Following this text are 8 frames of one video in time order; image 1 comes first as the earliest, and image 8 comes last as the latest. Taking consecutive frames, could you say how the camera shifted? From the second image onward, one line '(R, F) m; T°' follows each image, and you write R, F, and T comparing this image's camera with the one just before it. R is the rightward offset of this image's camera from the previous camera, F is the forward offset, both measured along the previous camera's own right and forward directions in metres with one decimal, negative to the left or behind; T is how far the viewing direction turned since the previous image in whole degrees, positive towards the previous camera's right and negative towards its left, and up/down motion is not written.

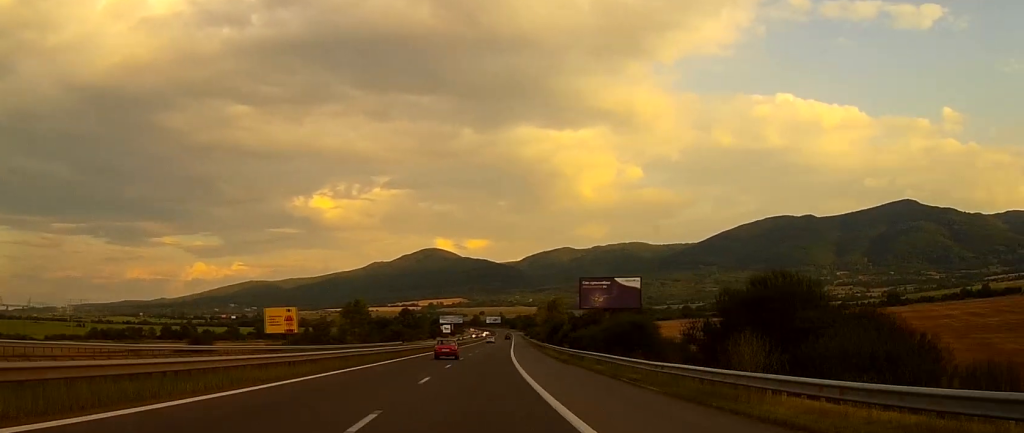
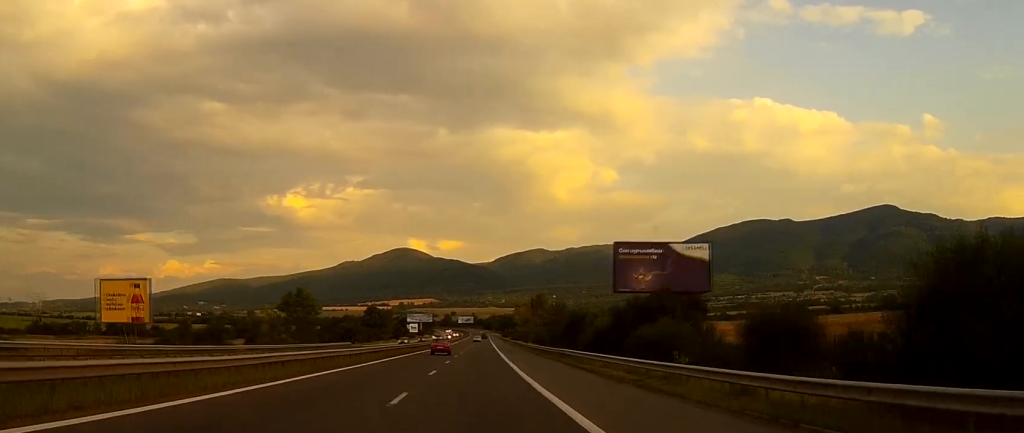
(+1.2, +42.1) m; +2°
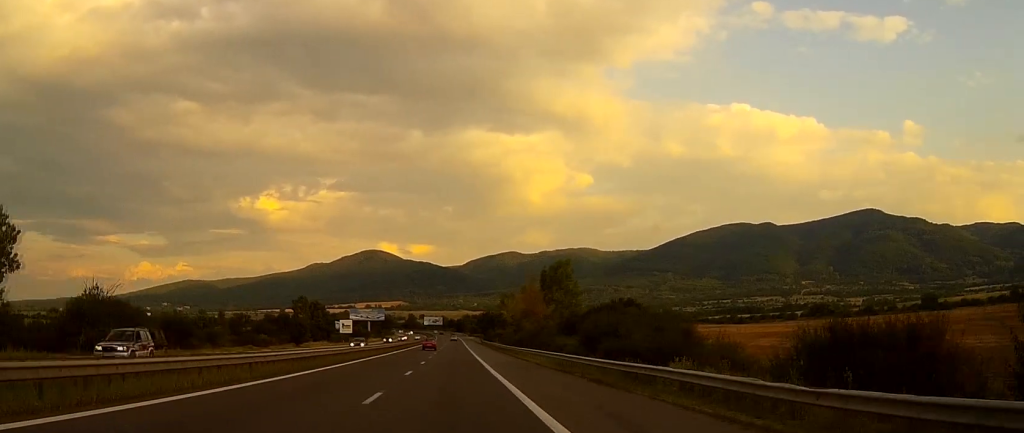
(+2.1, +111.0) m; +1°
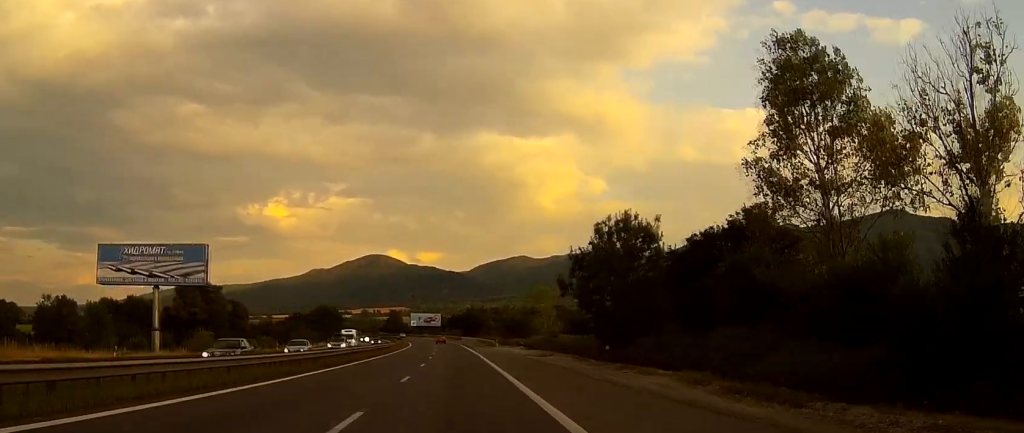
(-1.0, +213.4) m; -1°
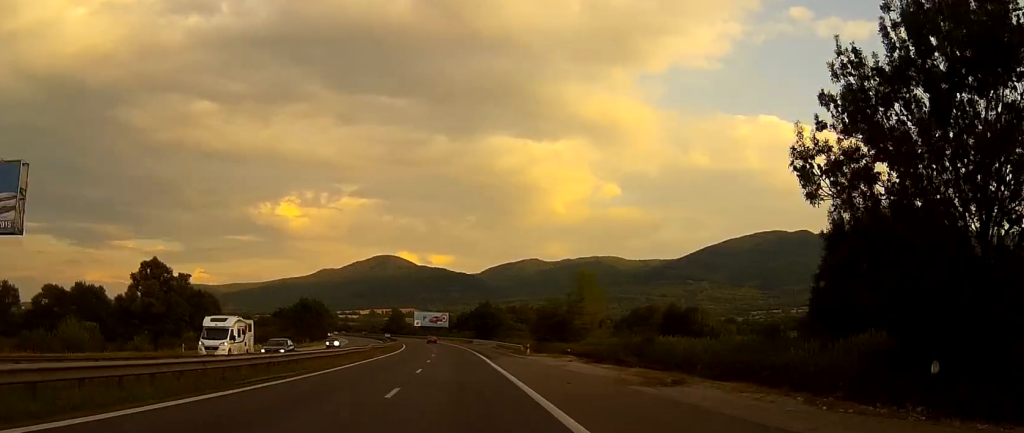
(-0.1, +39.2) m; -1°
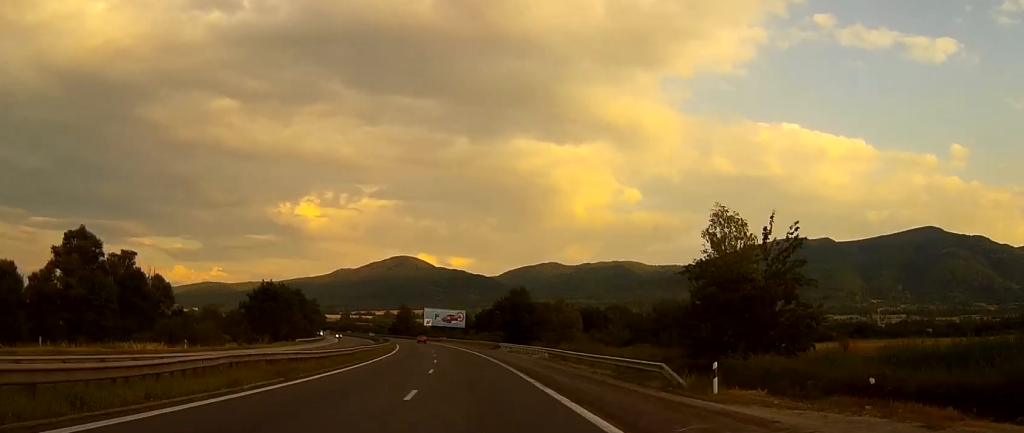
(-0.5, +48.8) m; -1°
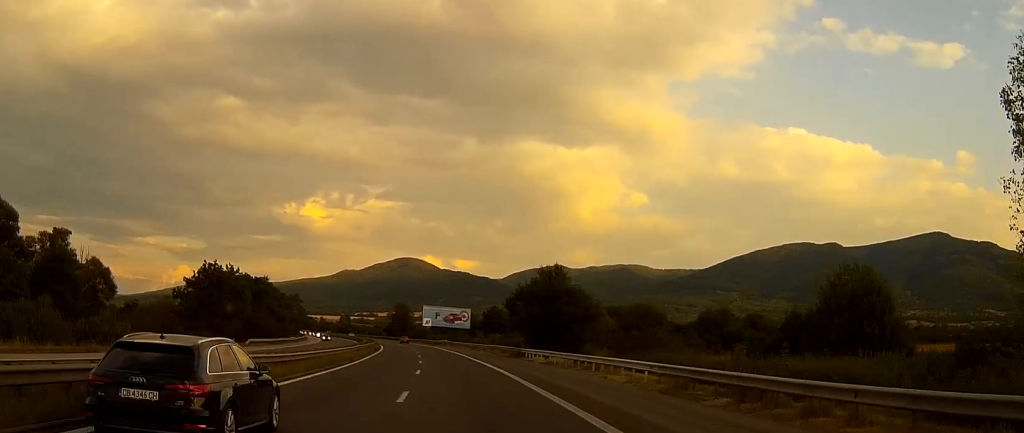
(-0.2, +32.4) m; -1°
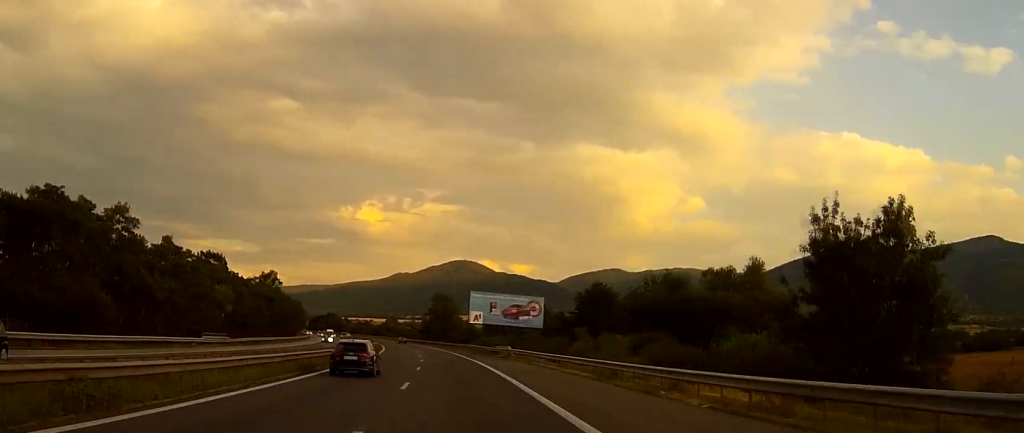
(-1.4, +74.3) m; -3°
